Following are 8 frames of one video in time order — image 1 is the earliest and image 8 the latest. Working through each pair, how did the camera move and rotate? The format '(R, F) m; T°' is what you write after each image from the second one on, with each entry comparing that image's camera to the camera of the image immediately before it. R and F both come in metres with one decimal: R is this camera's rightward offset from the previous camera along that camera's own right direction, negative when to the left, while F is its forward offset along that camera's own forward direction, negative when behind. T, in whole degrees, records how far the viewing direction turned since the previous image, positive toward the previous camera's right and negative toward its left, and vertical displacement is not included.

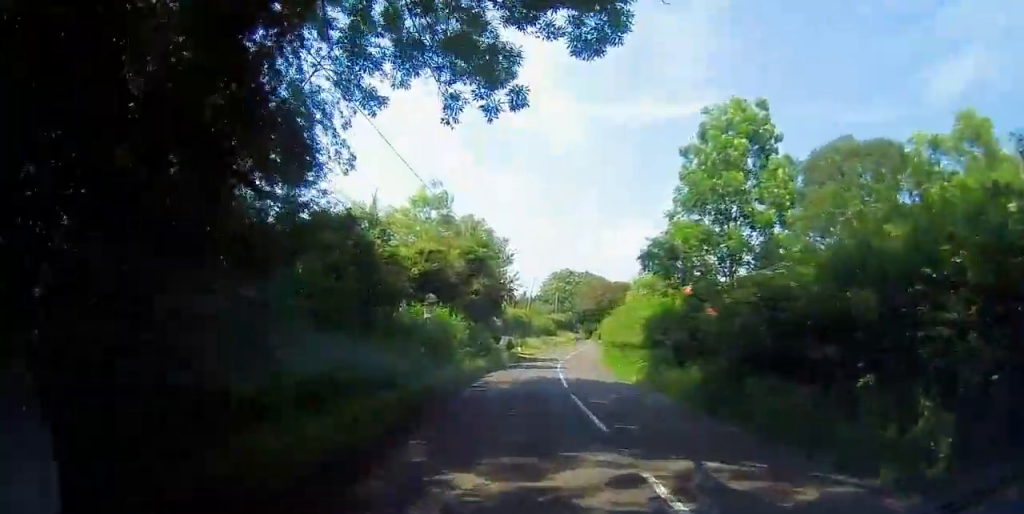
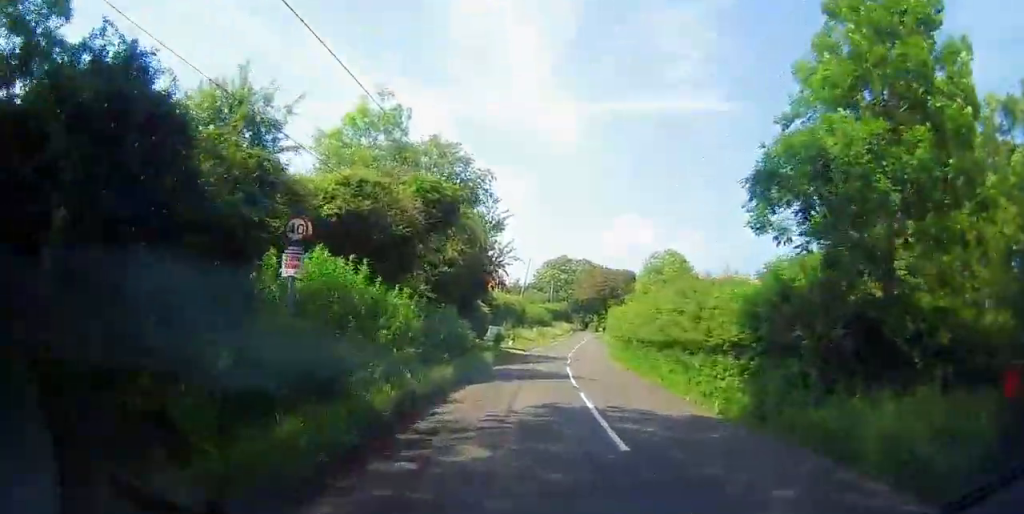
(-0.1, +10.3) m; 0°
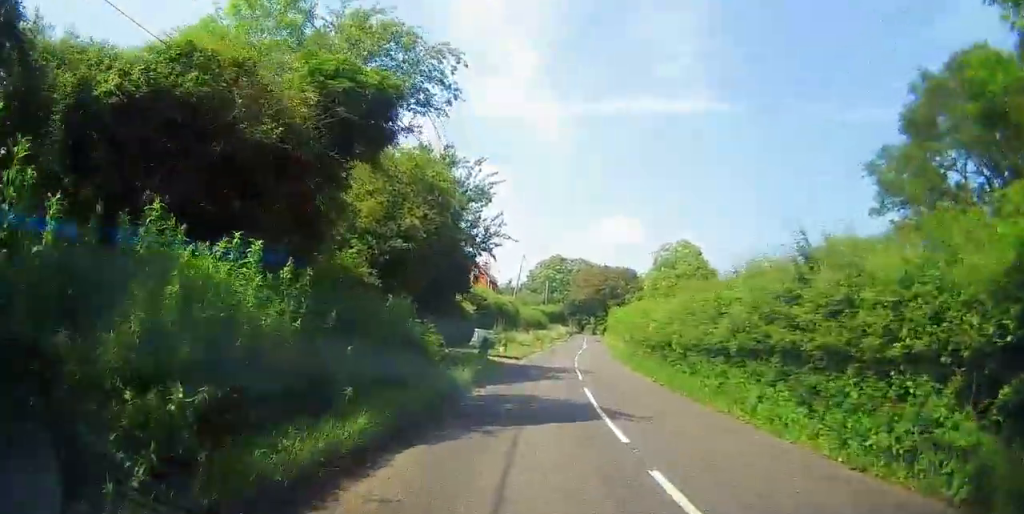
(-0.1, +7.7) m; +1°
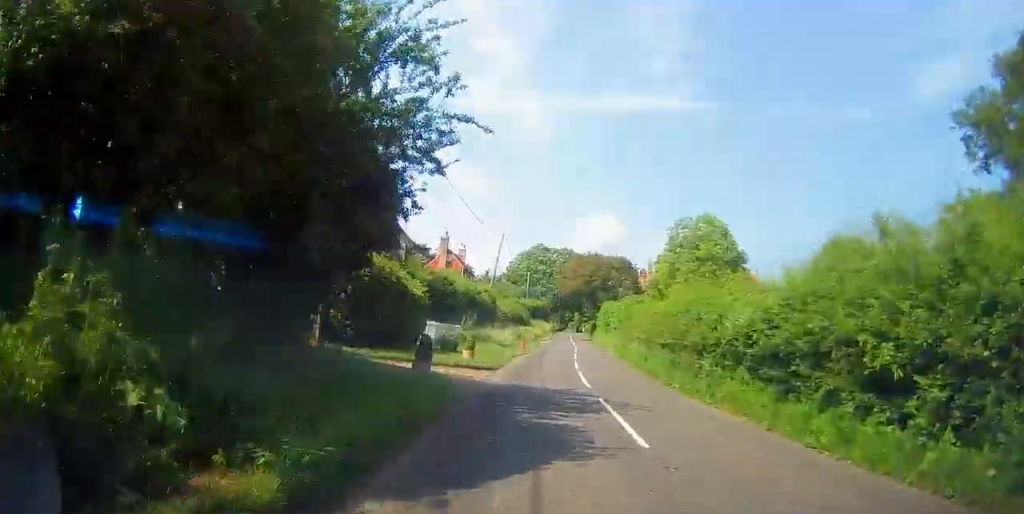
(+0.4, +11.4) m; +3°
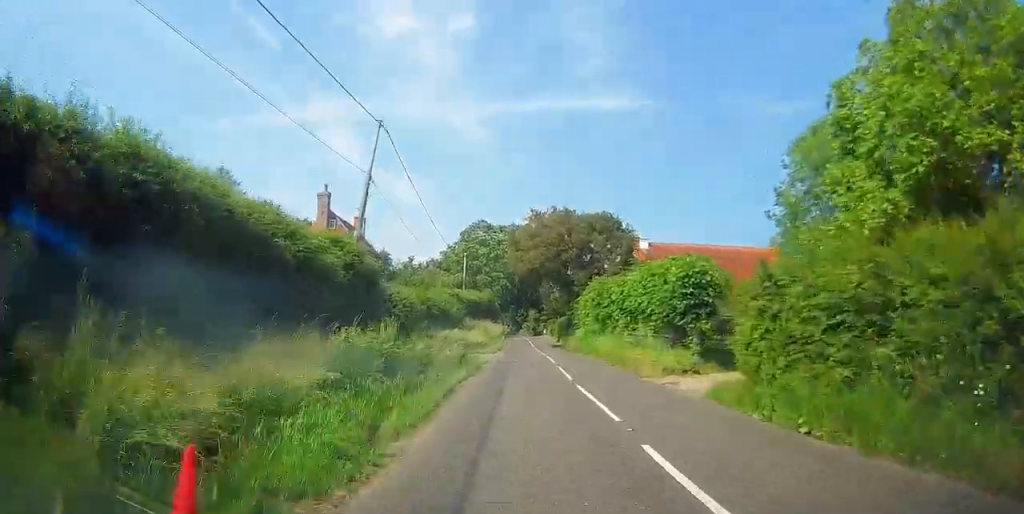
(+1.3, +34.3) m; +4°
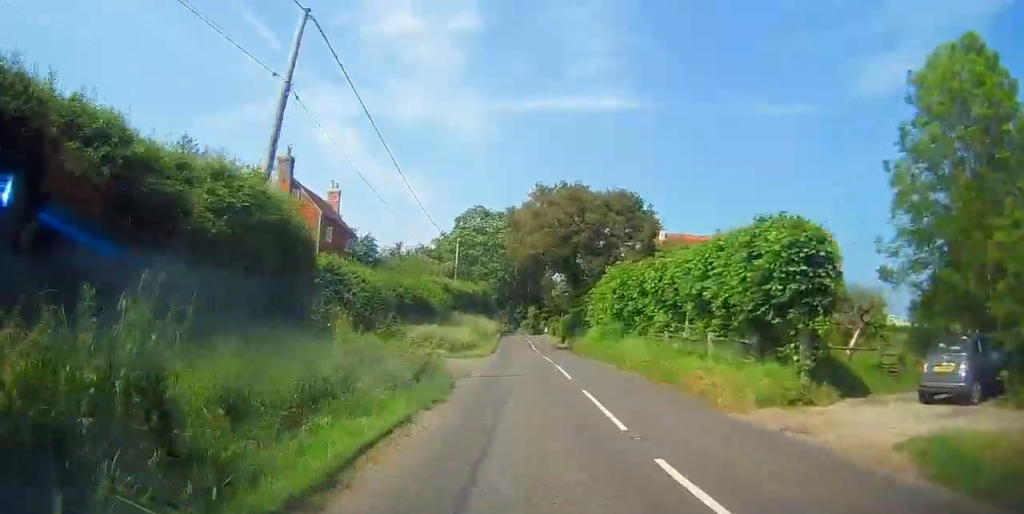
(0.0, +9.8) m; 0°
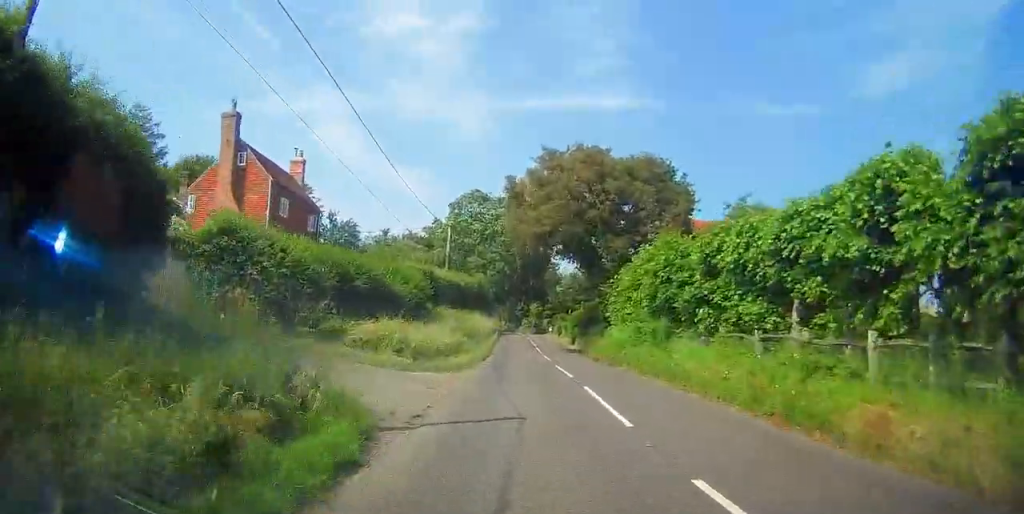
(0.0, +9.3) m; 0°
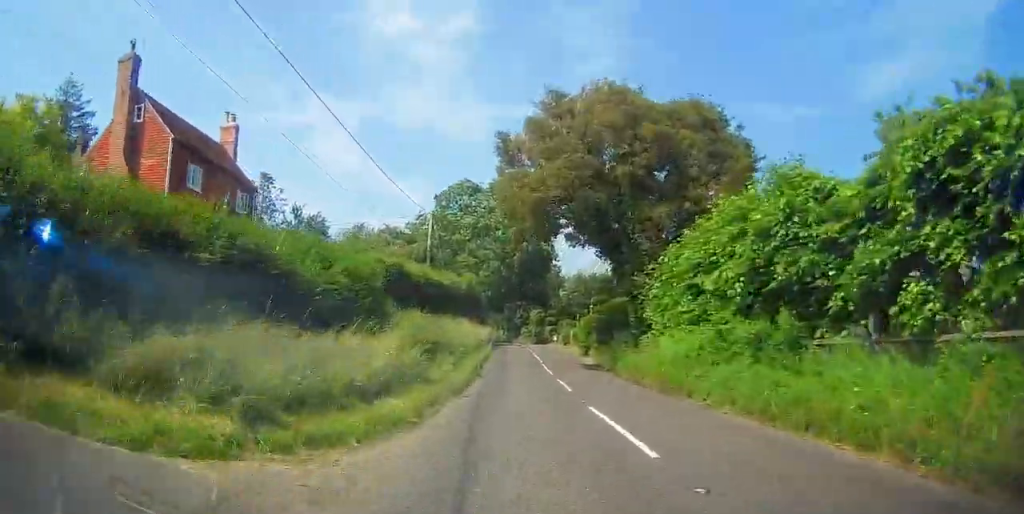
(0.0, +10.6) m; 0°
